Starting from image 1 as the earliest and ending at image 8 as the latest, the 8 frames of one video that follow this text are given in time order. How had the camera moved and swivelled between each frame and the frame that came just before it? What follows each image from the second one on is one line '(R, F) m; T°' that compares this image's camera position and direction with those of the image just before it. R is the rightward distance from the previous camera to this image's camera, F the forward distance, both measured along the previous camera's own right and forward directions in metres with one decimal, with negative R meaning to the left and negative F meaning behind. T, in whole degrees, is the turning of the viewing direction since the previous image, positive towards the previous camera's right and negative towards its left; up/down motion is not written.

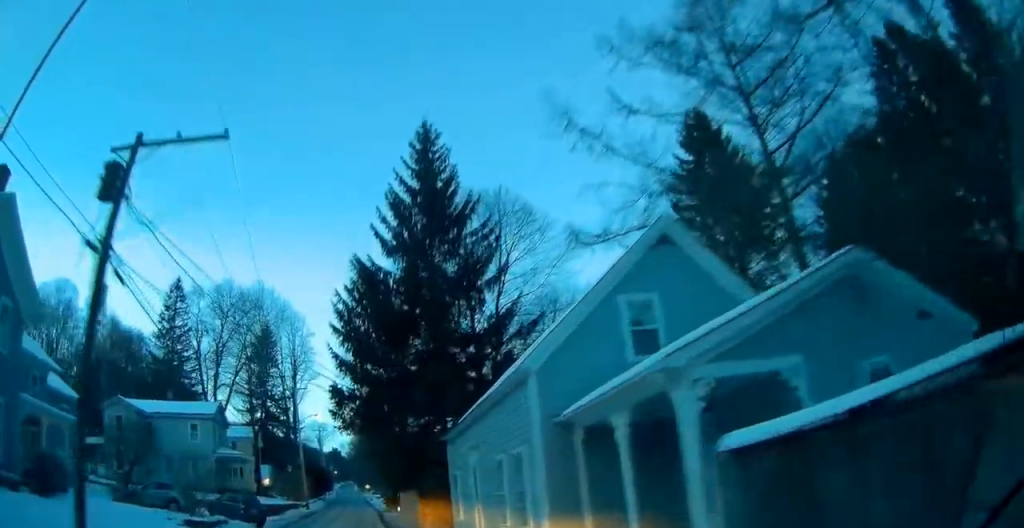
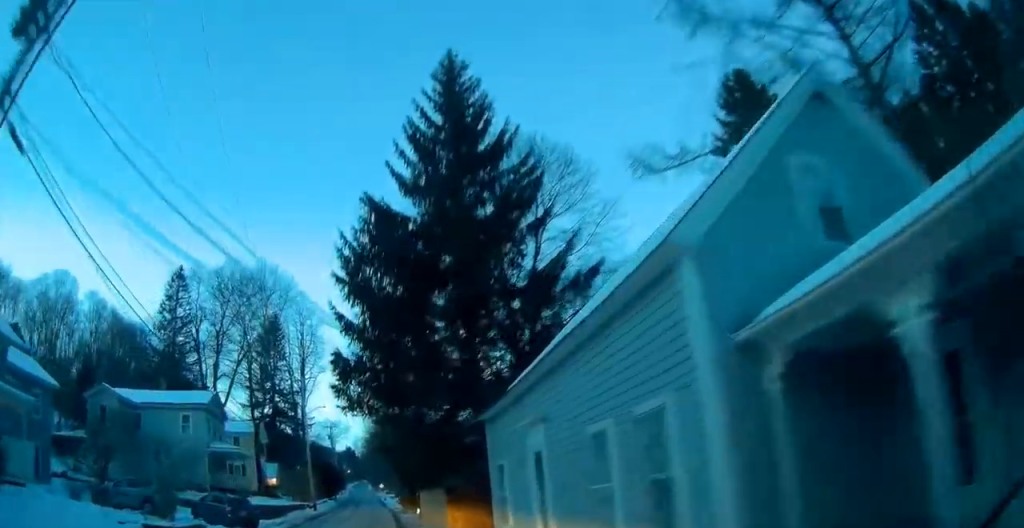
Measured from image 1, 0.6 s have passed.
(+0.5, +6.0) m; +3°
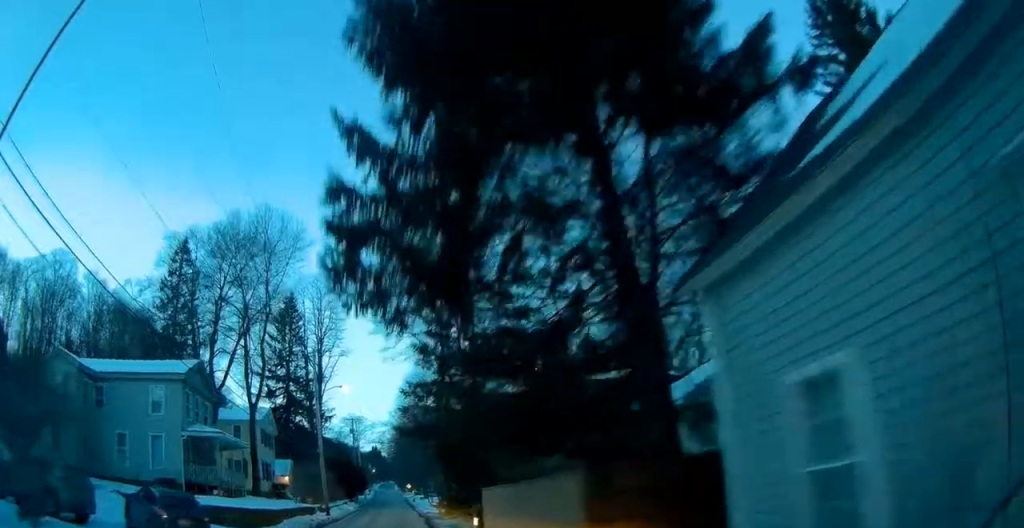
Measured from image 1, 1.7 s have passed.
(+0.4, +12.1) m; +1°
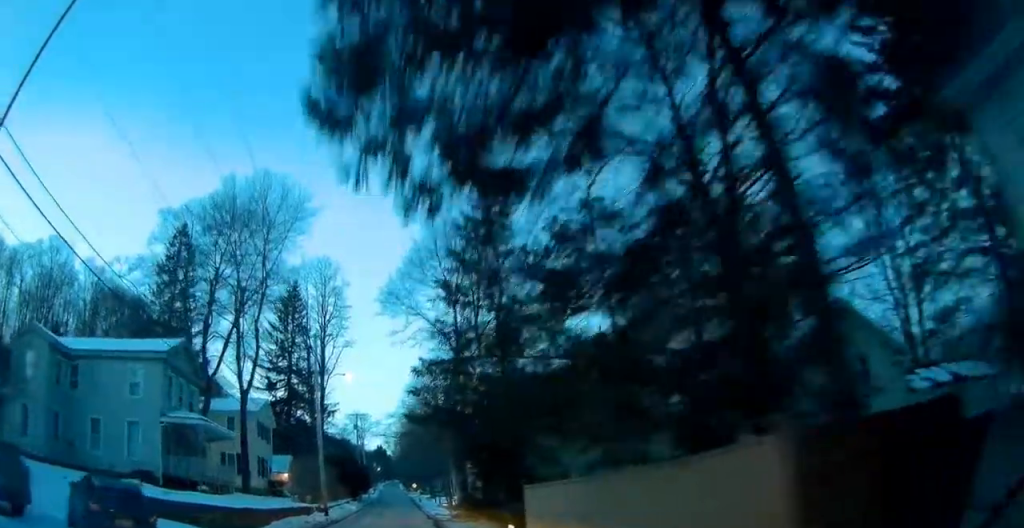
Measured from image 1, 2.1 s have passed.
(0.0, +4.6) m; 0°
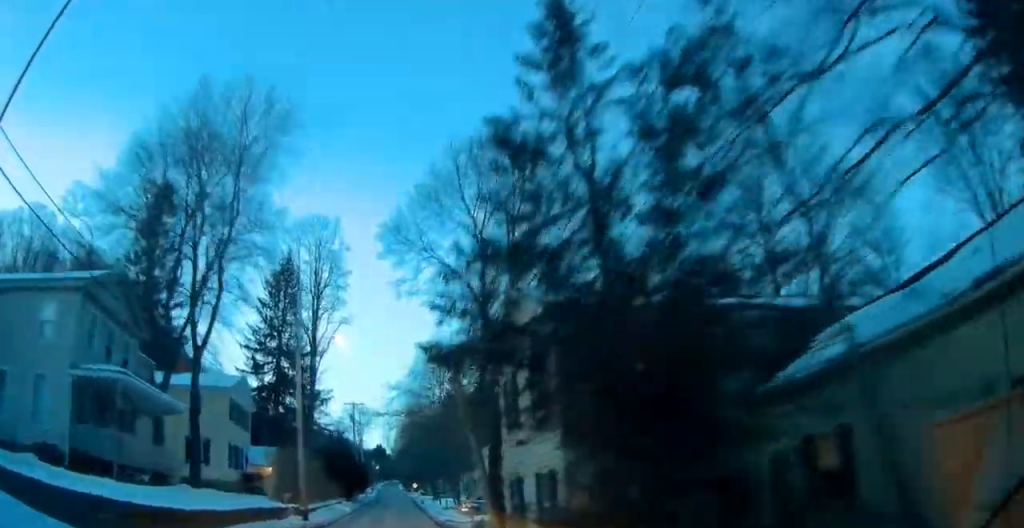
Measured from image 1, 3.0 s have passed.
(0.0, +10.7) m; -6°
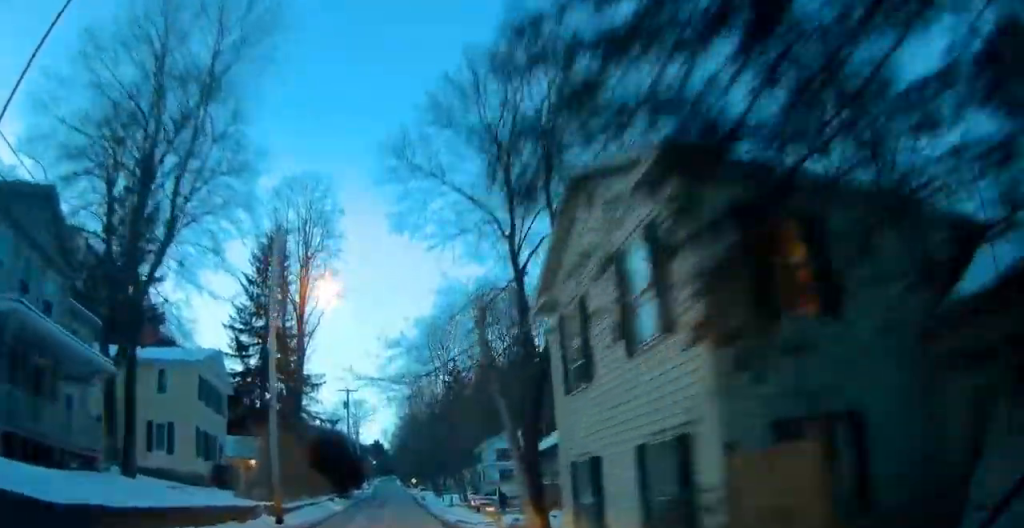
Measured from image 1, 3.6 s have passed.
(-0.5, +5.2) m; -4°
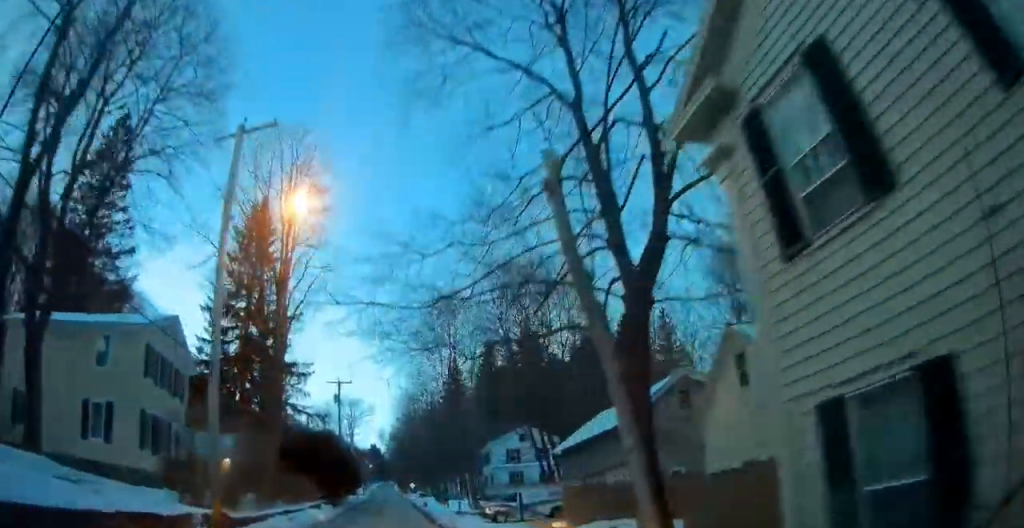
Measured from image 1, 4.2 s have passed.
(-0.6, +5.4) m; -3°
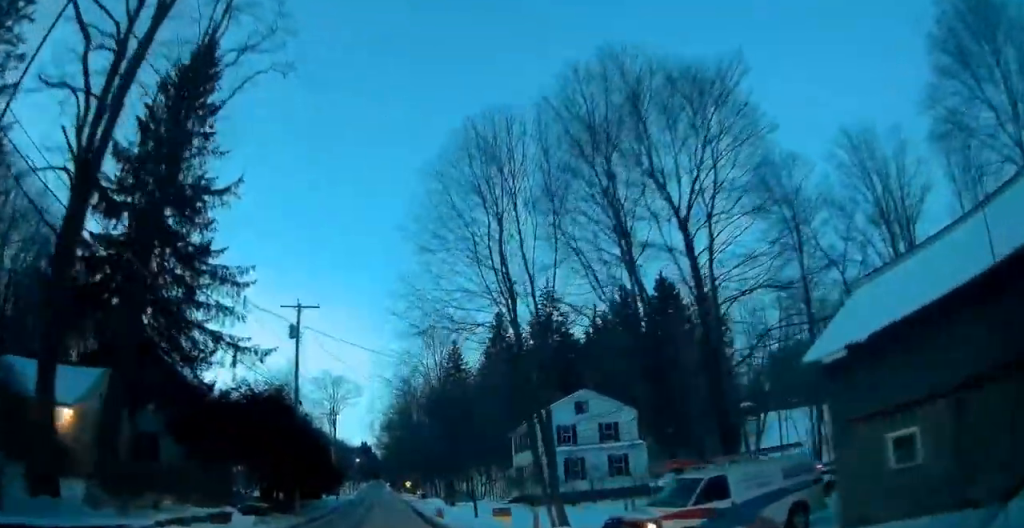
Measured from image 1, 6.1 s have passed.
(+1.6, +21.0) m; +2°
